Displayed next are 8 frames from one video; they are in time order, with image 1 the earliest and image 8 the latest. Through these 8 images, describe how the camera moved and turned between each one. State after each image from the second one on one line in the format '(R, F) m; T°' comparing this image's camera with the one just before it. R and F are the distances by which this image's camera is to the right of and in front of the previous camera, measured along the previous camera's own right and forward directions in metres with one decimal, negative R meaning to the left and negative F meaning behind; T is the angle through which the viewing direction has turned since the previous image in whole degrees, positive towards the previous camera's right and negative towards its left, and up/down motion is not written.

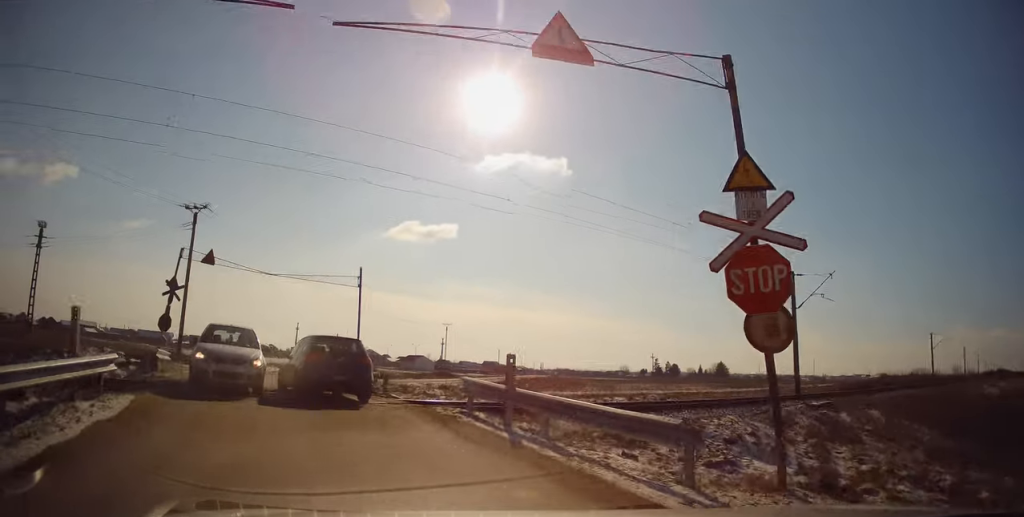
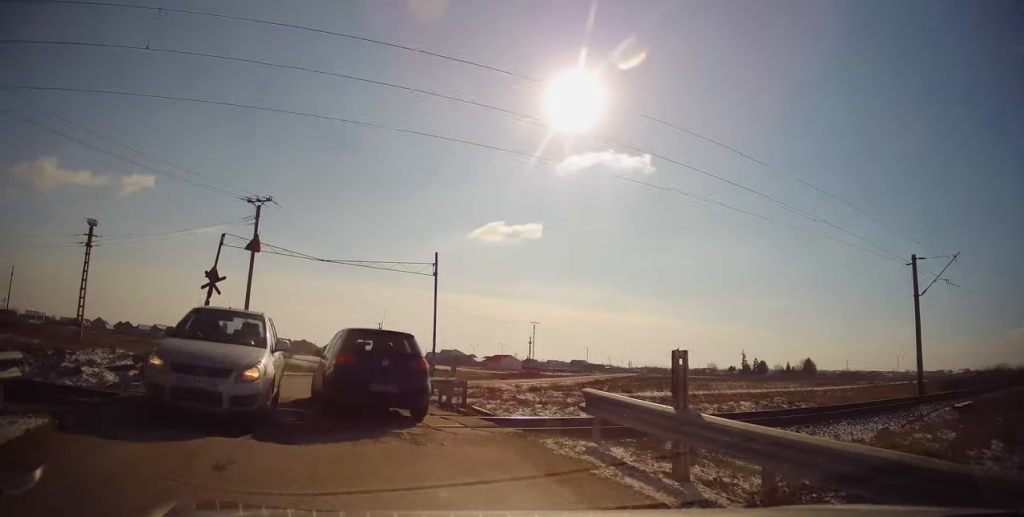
(-0.7, +3.5) m; -8°
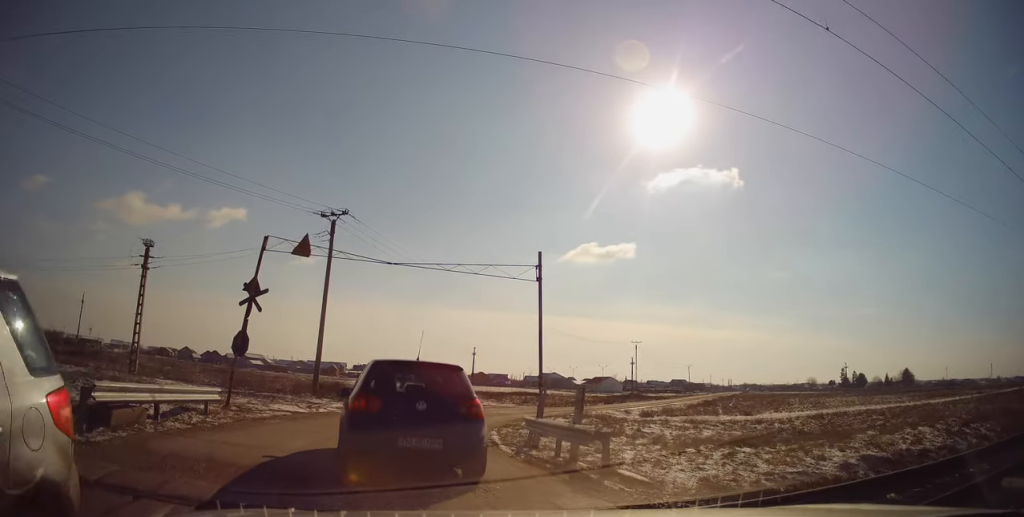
(-0.4, +5.6) m; -8°
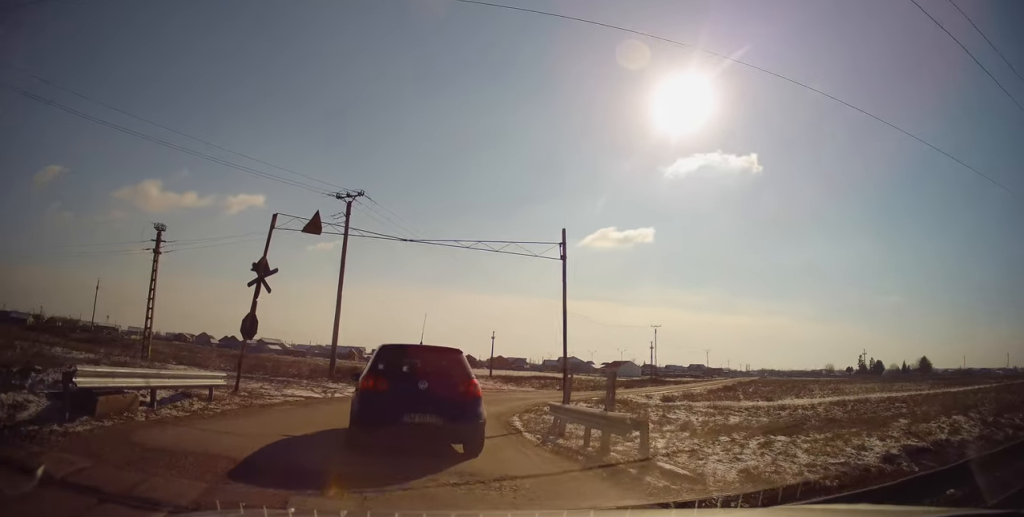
(-0.1, +1.1) m; -4°
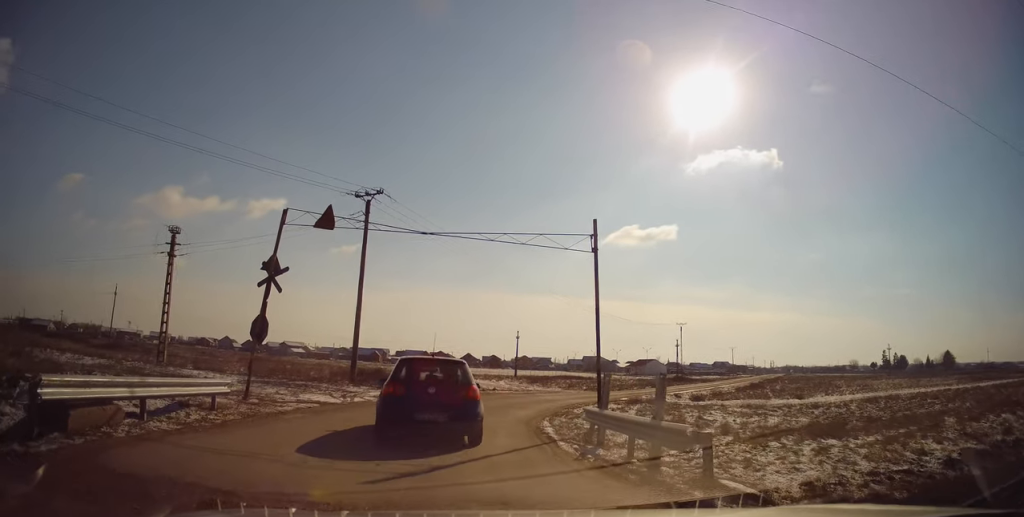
(-0.1, +1.4) m; -3°
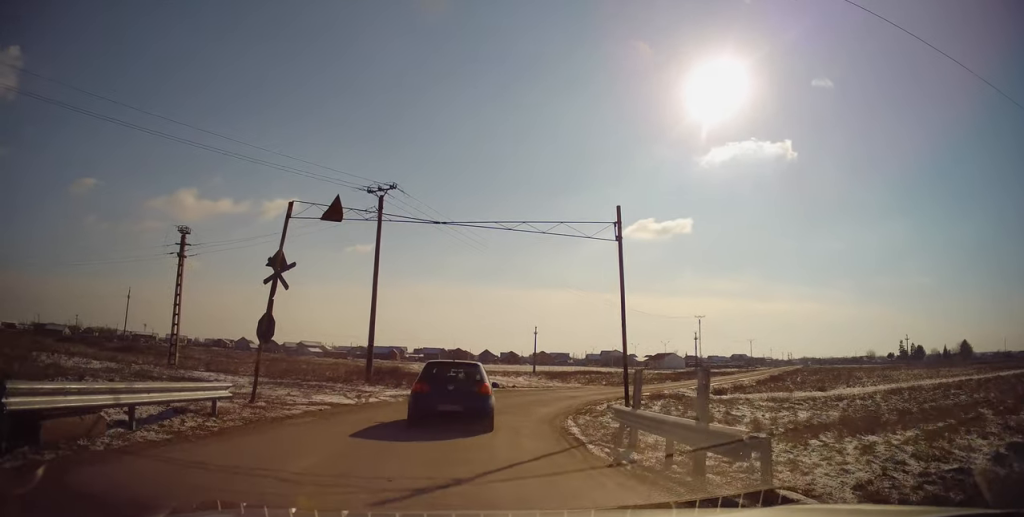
(0.0, +0.8) m; 0°
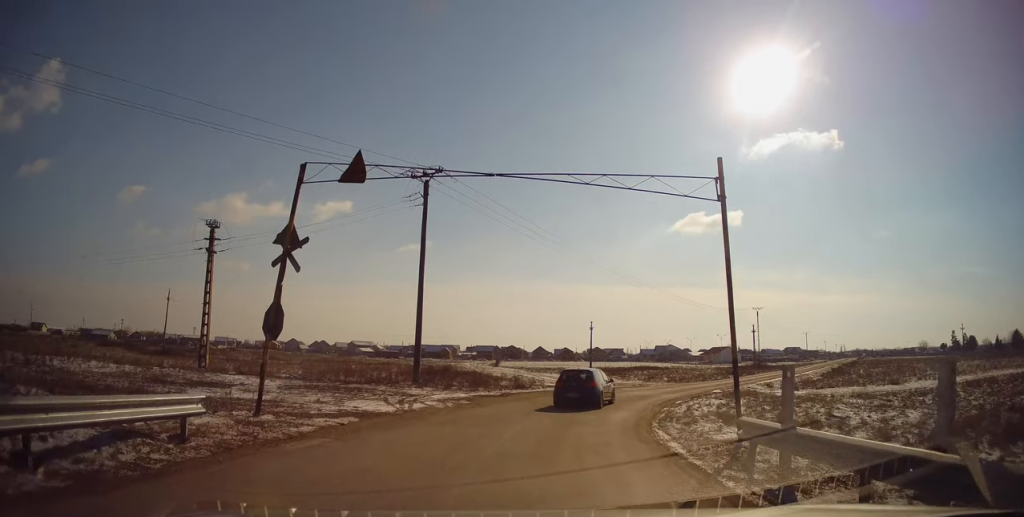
(-0.1, +2.8) m; -3°
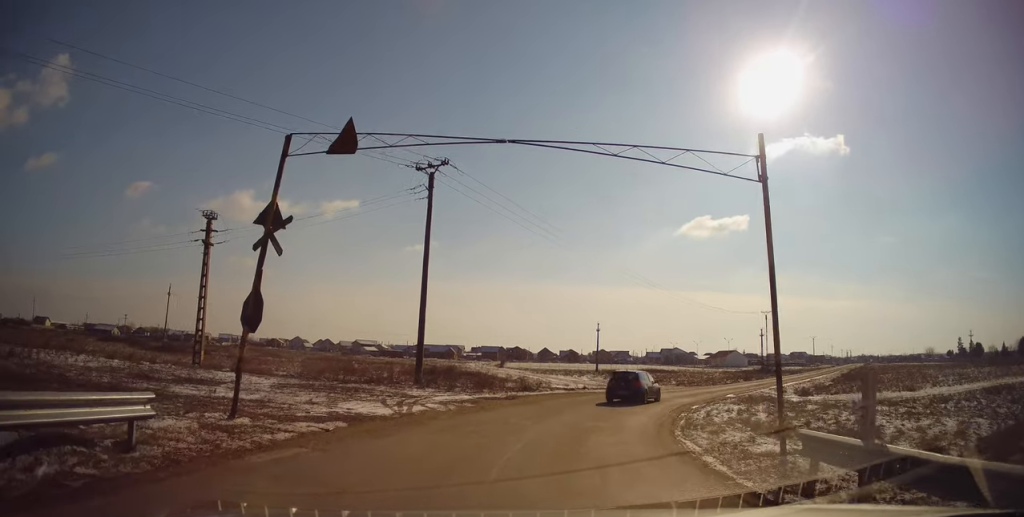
(0.0, +1.6) m; -7°
